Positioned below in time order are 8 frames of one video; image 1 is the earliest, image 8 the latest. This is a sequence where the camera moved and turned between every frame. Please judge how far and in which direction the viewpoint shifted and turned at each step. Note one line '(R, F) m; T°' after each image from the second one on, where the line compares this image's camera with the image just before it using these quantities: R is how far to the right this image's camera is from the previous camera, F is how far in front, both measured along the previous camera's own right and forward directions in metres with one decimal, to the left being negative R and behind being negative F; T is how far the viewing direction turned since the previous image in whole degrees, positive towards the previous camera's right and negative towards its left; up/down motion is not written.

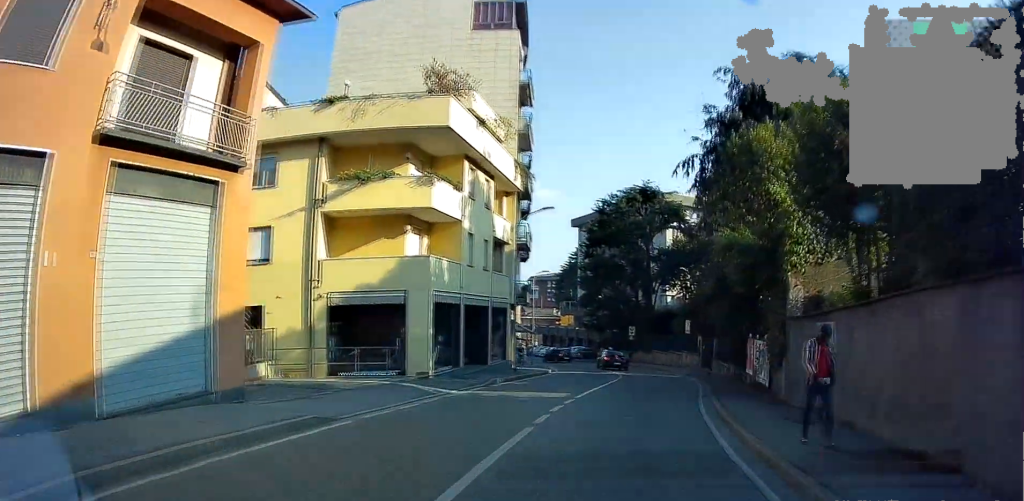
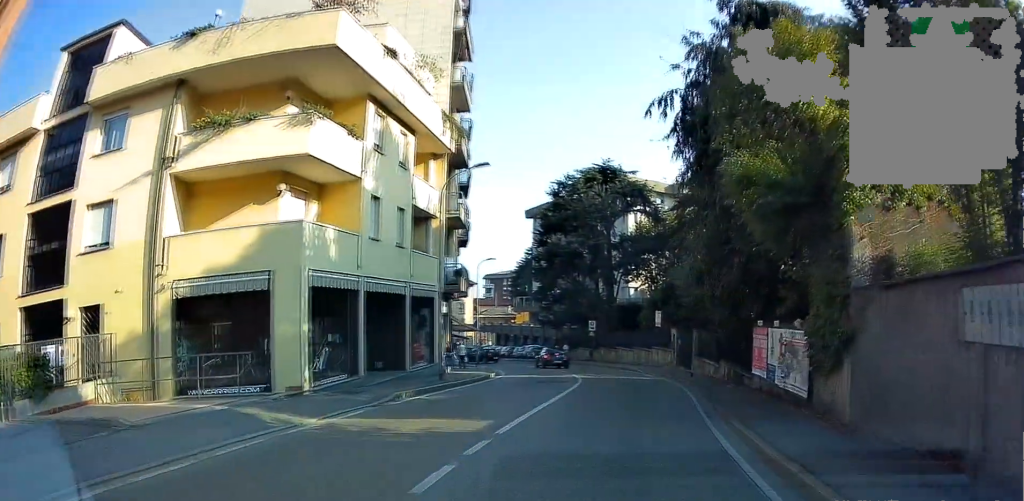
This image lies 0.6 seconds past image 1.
(+0.2, +6.9) m; +2°
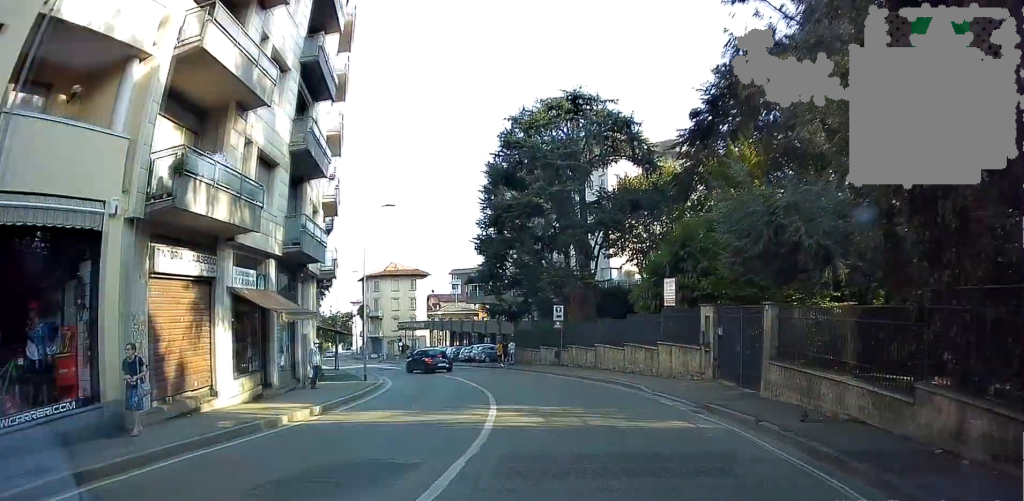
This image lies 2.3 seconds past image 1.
(+0.8, +18.1) m; +4°
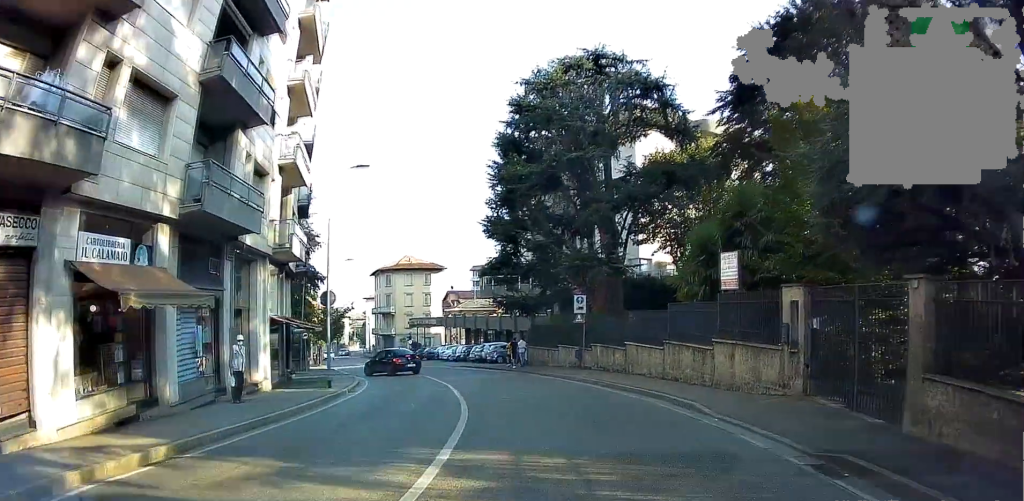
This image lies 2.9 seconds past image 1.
(+0.2, +6.5) m; -2°
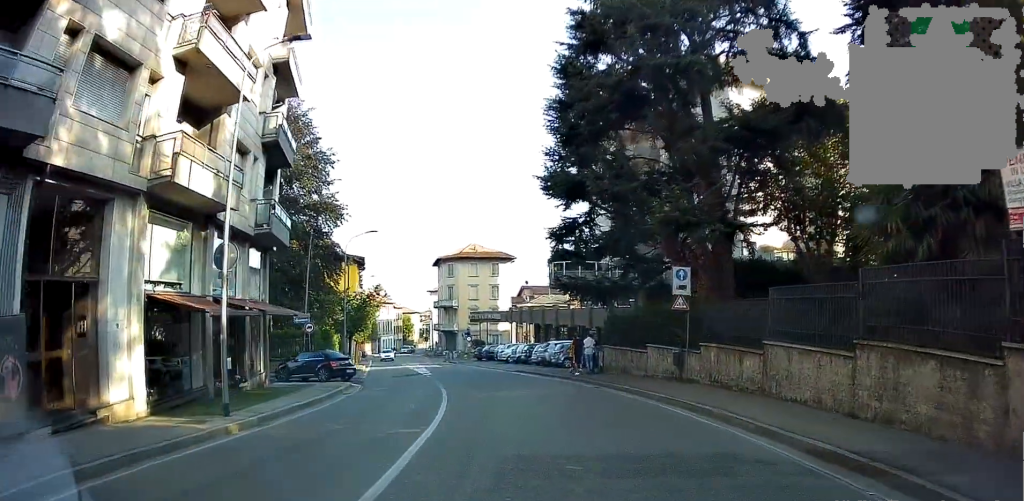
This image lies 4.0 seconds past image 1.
(-0.6, +10.9) m; -7°
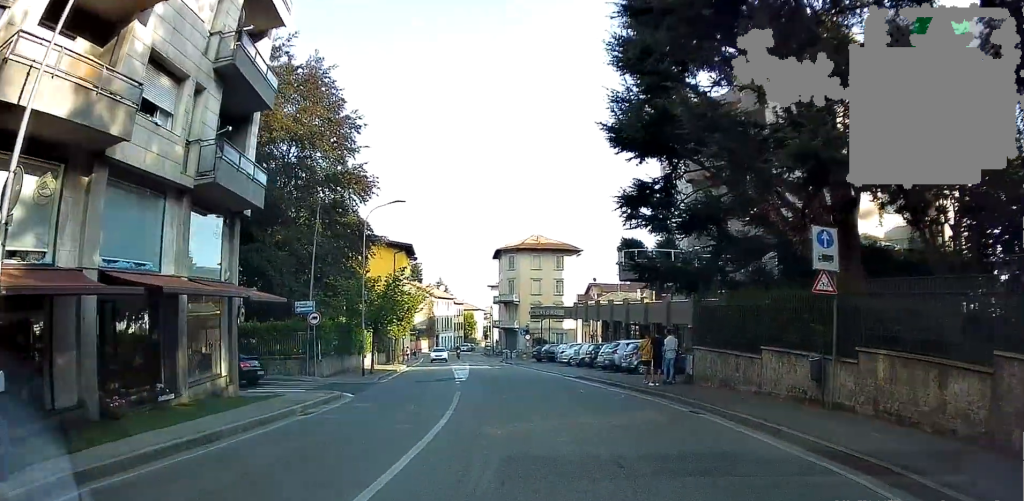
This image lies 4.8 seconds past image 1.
(-0.5, +7.8) m; -7°
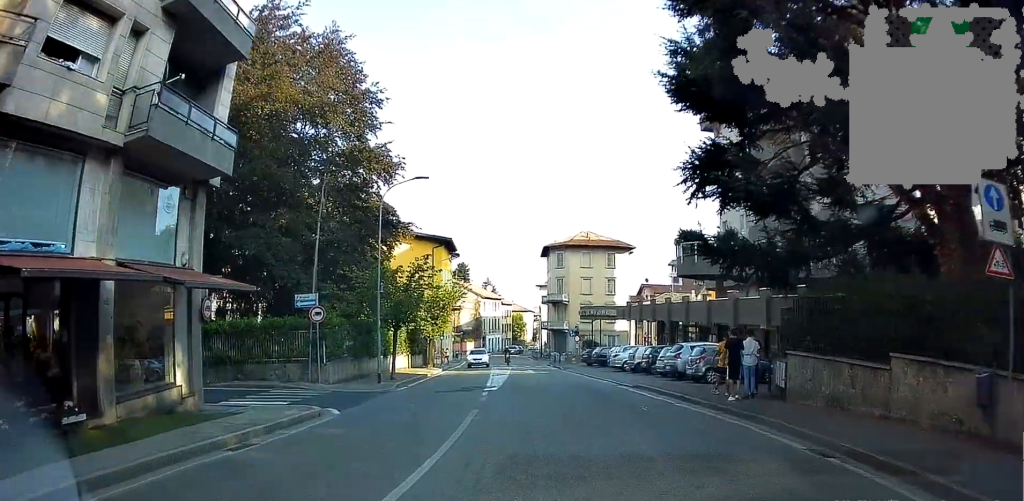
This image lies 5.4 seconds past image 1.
(-0.2, +5.2) m; -4°
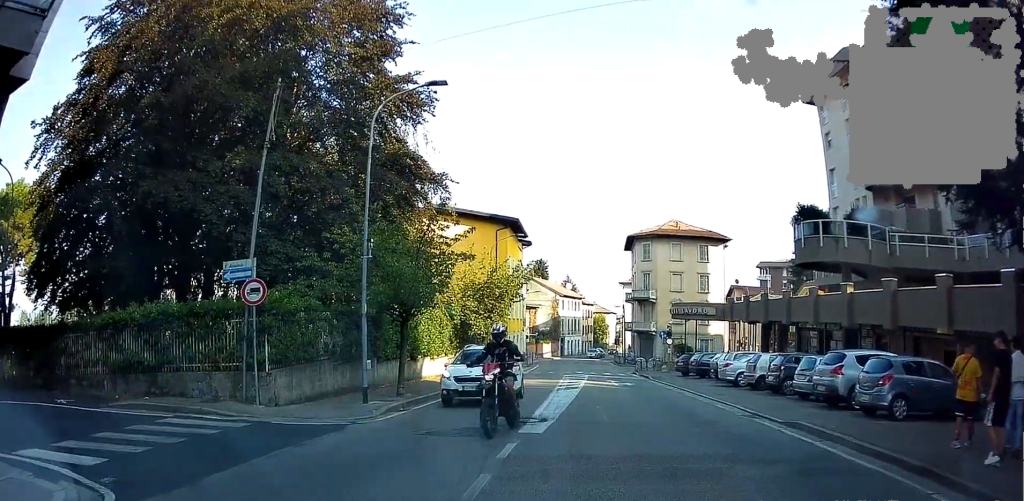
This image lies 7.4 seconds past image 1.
(-0.9, +12.3) m; -13°
